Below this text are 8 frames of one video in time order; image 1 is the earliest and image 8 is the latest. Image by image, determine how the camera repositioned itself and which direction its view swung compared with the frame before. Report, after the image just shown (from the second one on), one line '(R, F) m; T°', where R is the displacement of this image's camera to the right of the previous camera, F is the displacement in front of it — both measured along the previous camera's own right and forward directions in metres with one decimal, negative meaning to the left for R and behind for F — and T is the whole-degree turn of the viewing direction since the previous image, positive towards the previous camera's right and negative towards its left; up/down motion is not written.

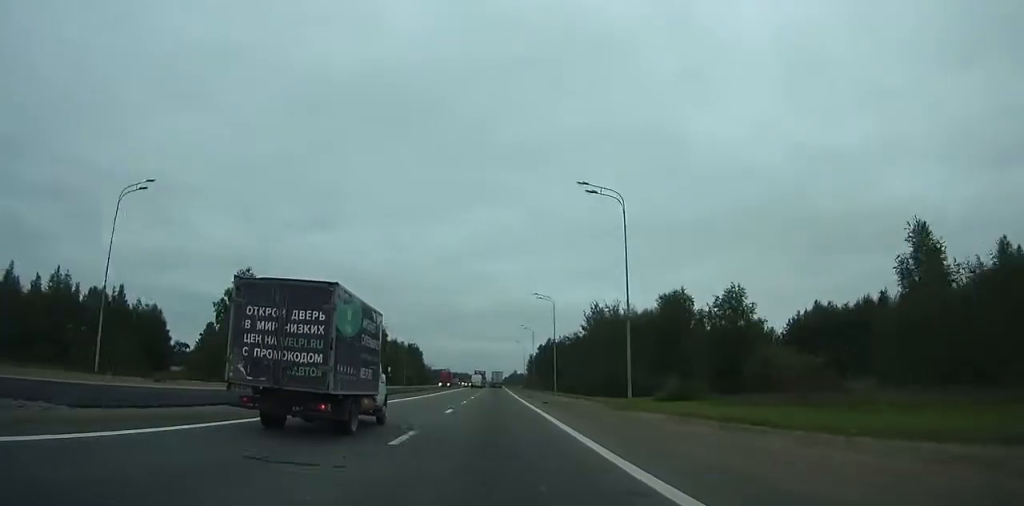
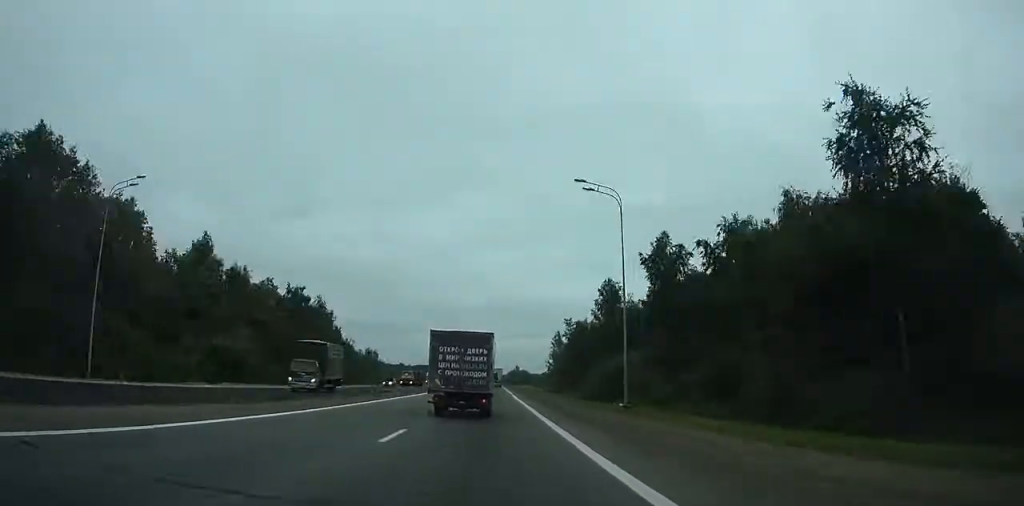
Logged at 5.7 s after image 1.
(+0.4, +117.2) m; 0°
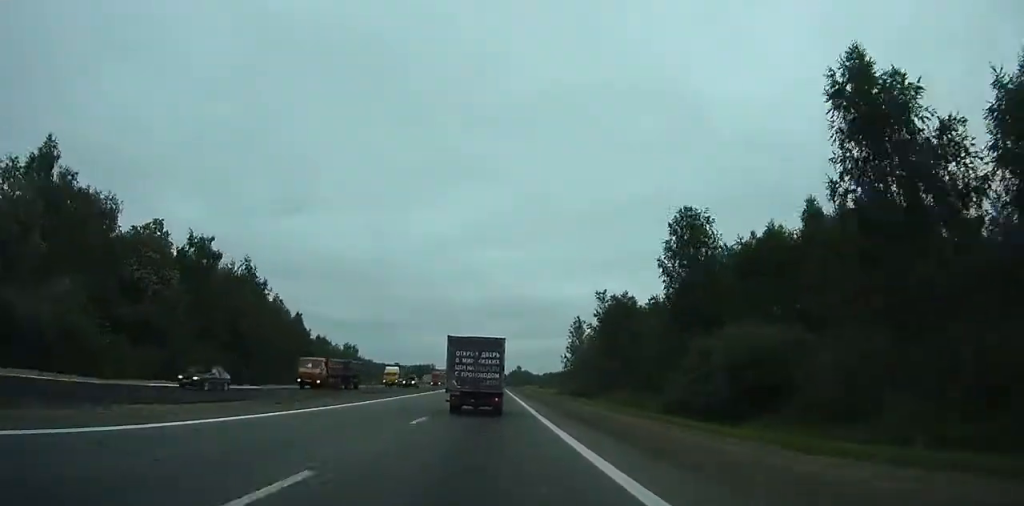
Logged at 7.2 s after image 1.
(0.0, +31.8) m; 0°
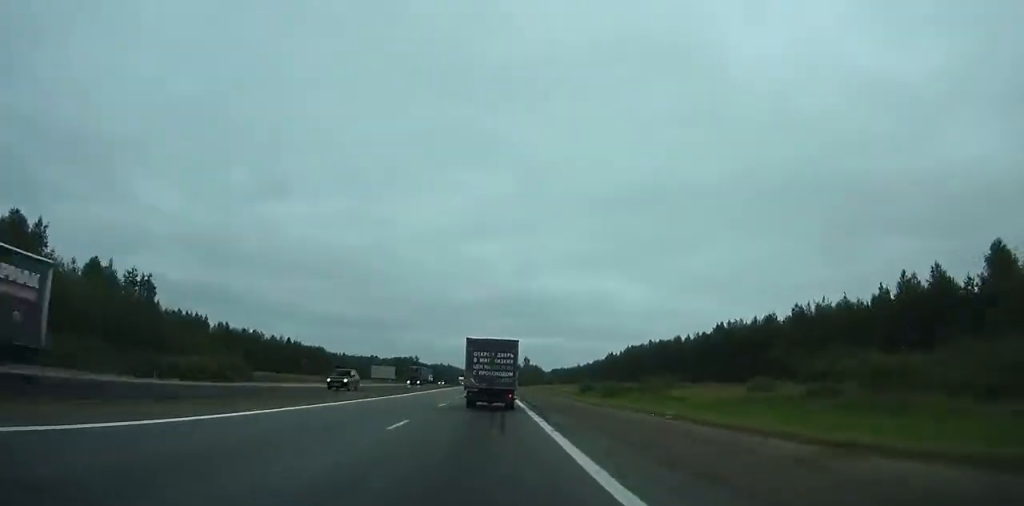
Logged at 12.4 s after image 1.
(-0.2, +111.1) m; 0°
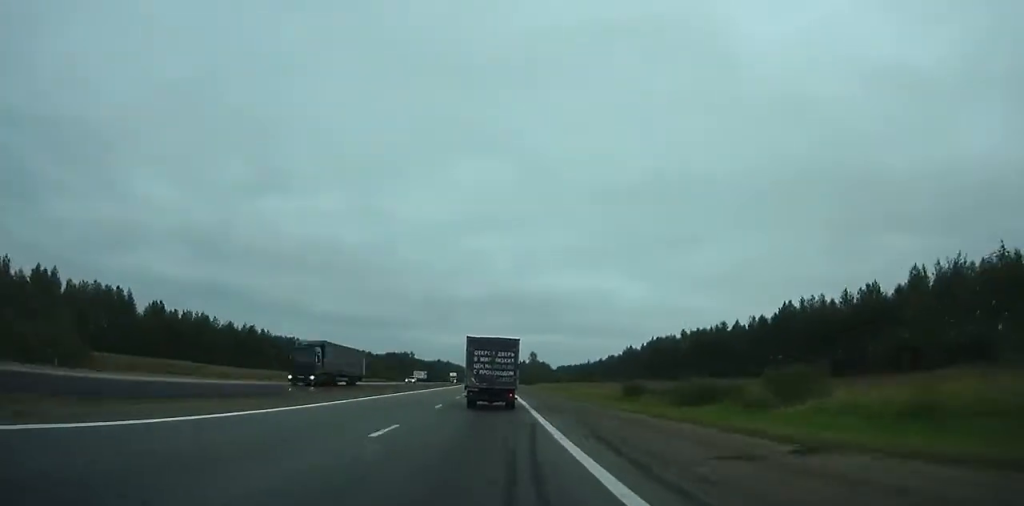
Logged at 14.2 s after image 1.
(0.0, +38.2) m; 0°
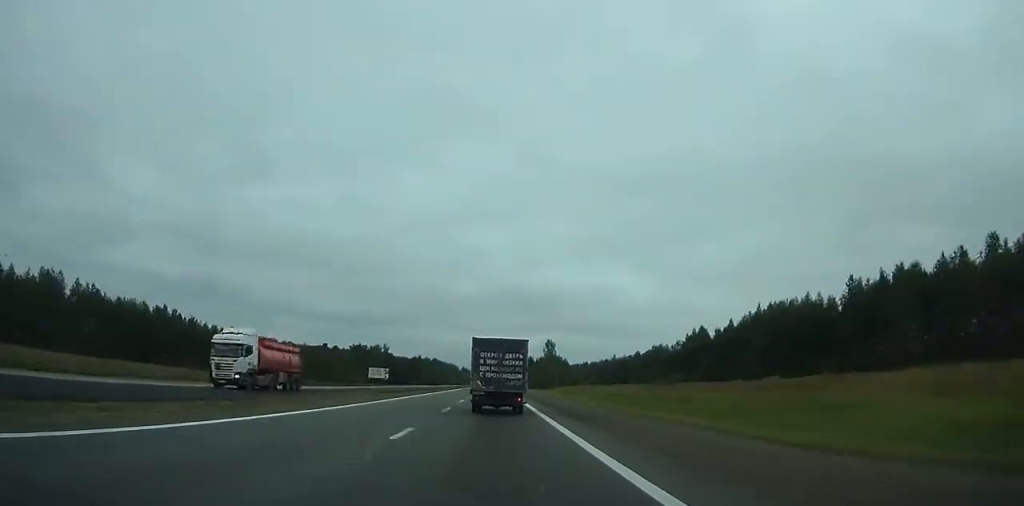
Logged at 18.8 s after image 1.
(+0.1, +96.8) m; 0°
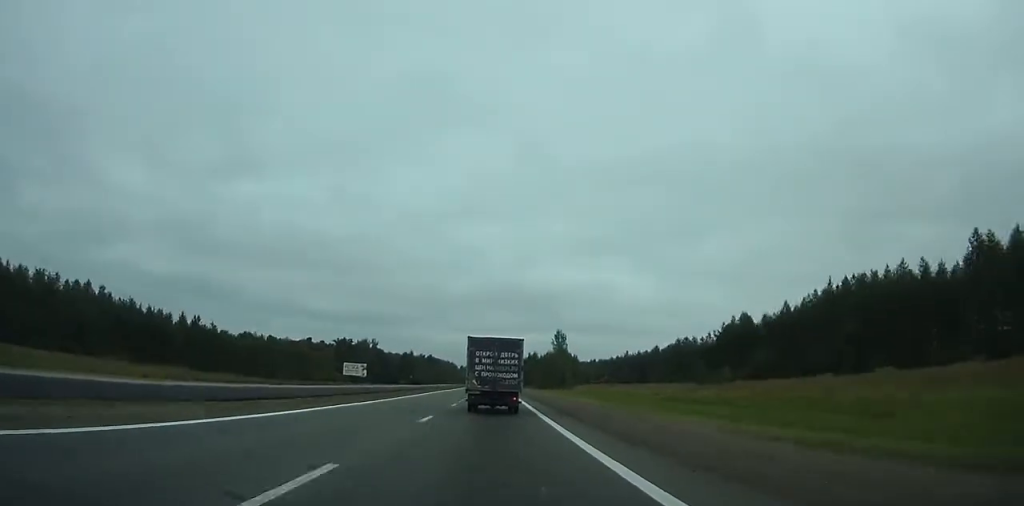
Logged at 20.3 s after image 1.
(+0.1, +31.3) m; 0°
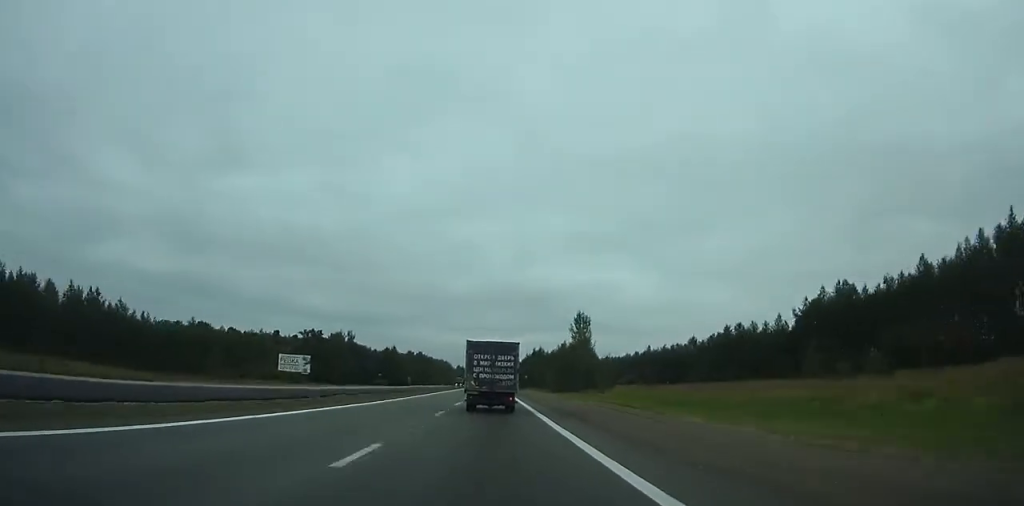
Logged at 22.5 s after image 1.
(0.0, +46.0) m; 0°
